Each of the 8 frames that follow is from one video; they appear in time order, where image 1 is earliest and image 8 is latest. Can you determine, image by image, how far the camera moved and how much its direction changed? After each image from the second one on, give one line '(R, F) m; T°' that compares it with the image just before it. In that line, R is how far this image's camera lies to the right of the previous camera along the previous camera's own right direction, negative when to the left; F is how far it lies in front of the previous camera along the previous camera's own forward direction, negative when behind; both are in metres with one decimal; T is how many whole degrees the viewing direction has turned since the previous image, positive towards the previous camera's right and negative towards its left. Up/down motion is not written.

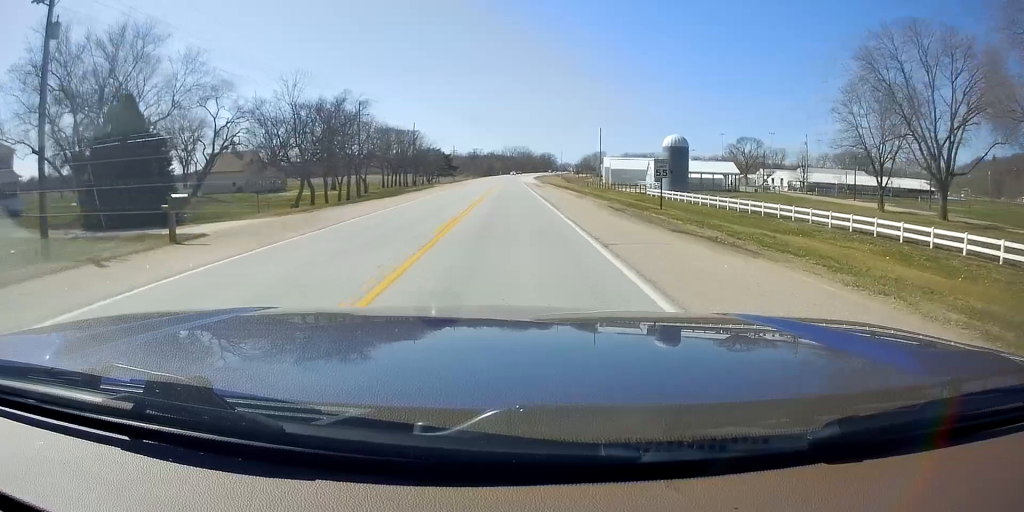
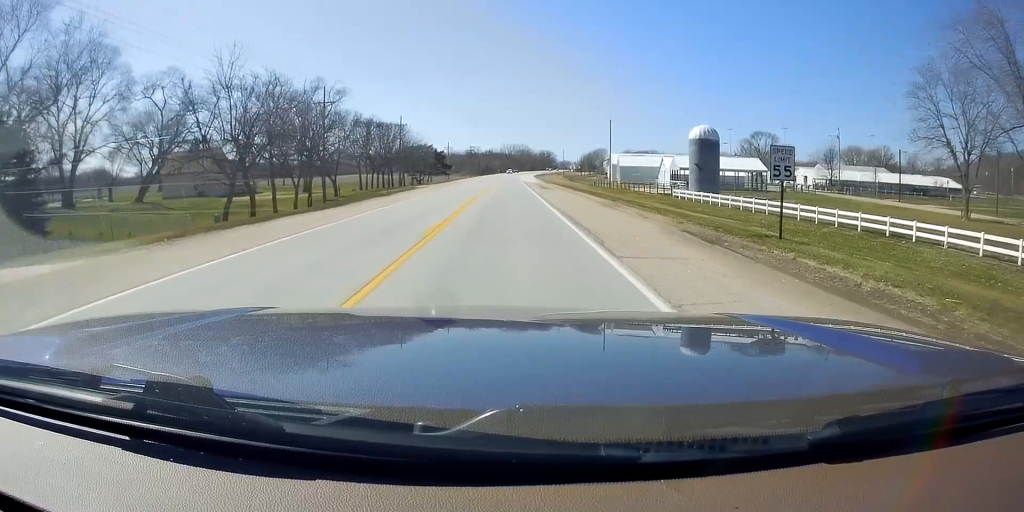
(0.0, +13.8) m; -1°
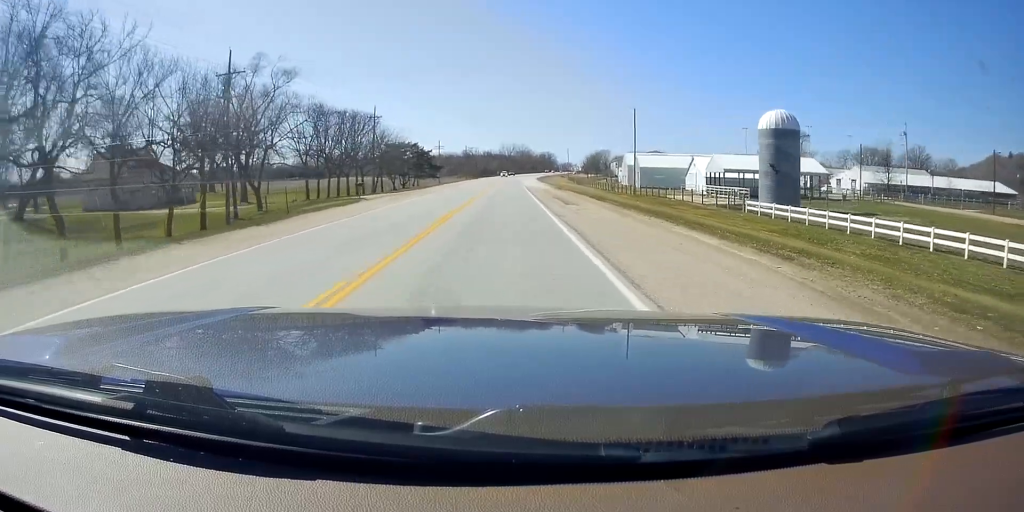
(-0.8, +22.5) m; -2°
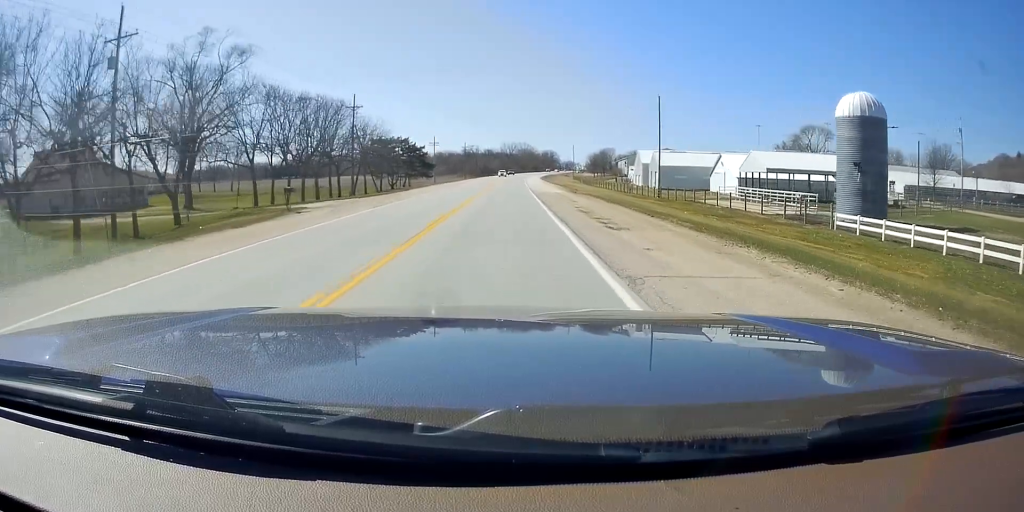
(-0.2, +14.2) m; +1°
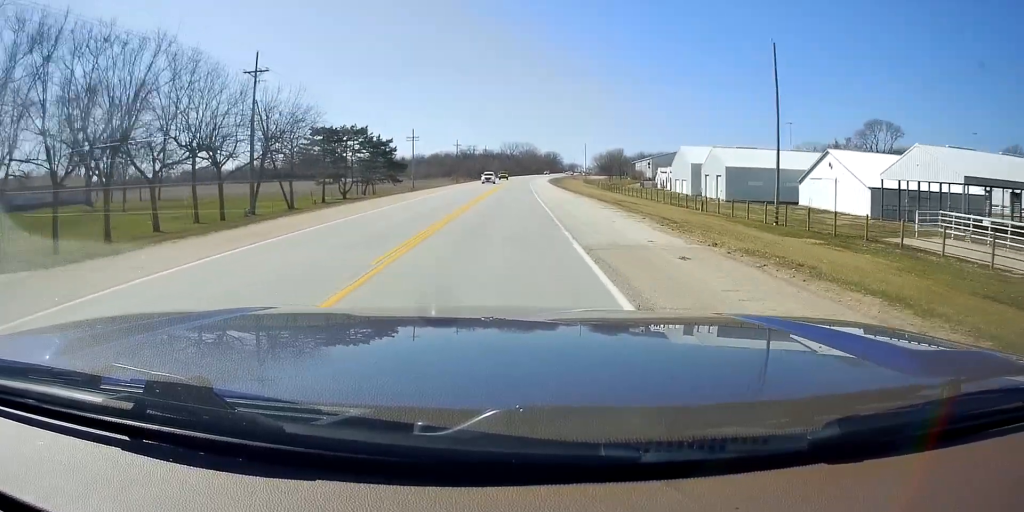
(+0.7, +34.4) m; 0°
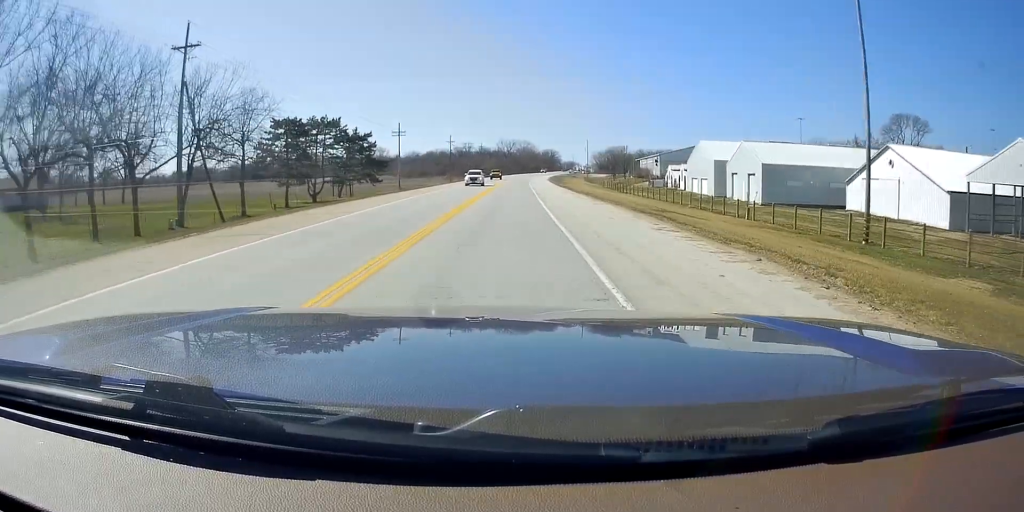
(-0.2, +11.9) m; -1°
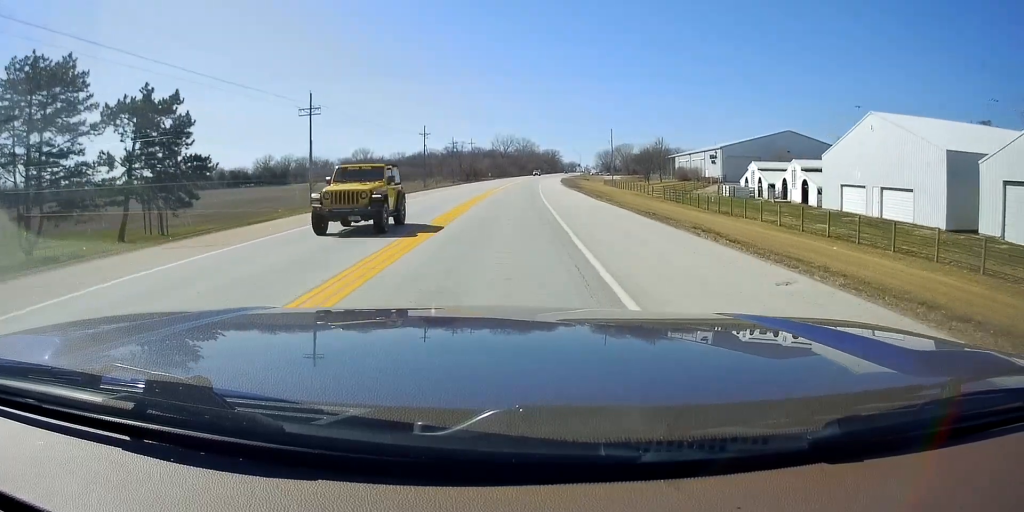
(-0.2, +46.0) m; 0°
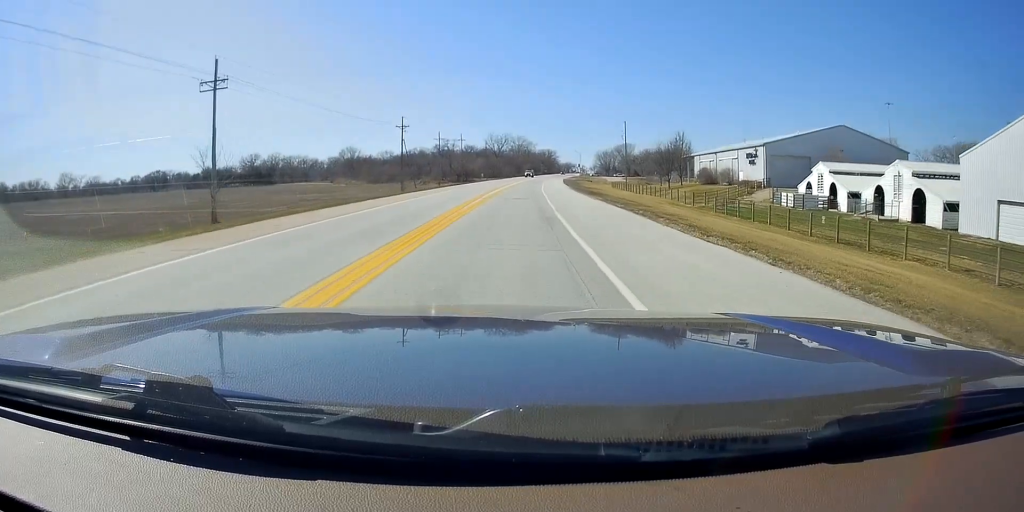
(0.0, +19.6) m; +1°
